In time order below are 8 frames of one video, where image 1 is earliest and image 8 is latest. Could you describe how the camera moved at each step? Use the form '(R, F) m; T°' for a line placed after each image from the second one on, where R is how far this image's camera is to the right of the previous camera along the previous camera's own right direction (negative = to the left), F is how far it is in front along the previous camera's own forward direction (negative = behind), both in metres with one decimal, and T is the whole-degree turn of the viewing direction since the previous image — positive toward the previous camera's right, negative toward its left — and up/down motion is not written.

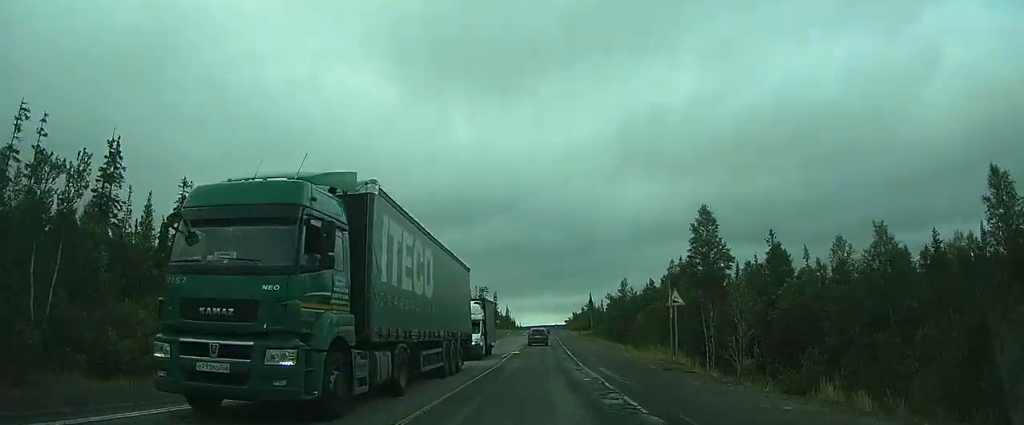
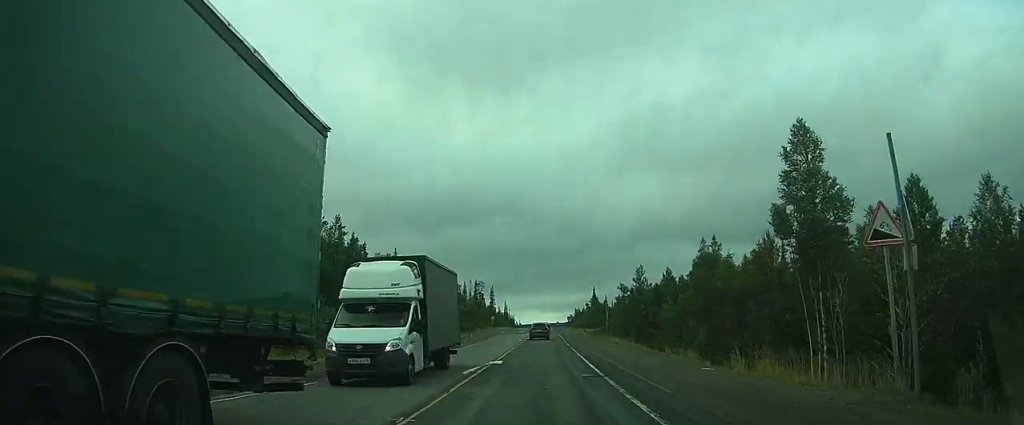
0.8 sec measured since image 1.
(0.0, +17.1) m; 0°
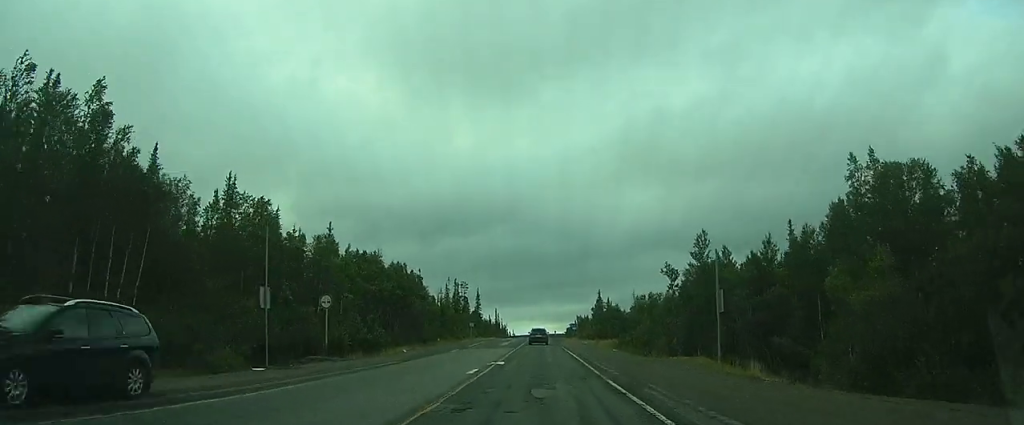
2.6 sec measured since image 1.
(+0.1, +34.7) m; +1°
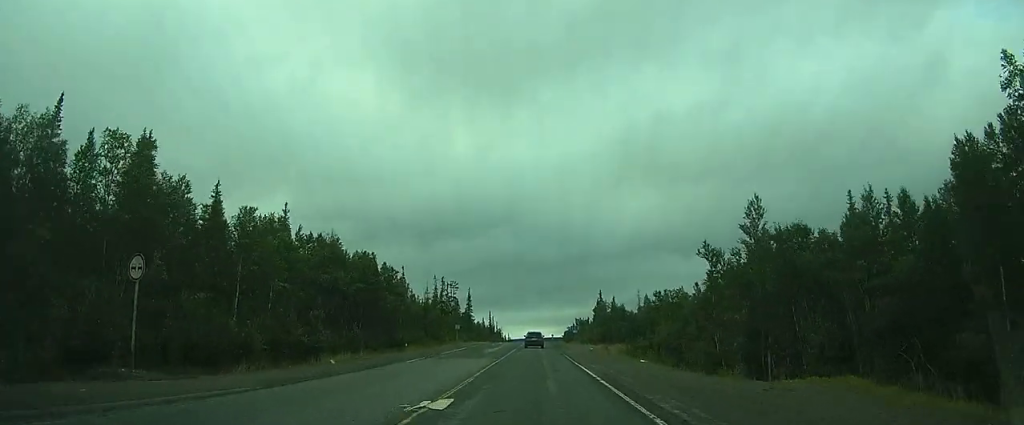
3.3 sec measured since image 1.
(+0.1, +13.3) m; 0°
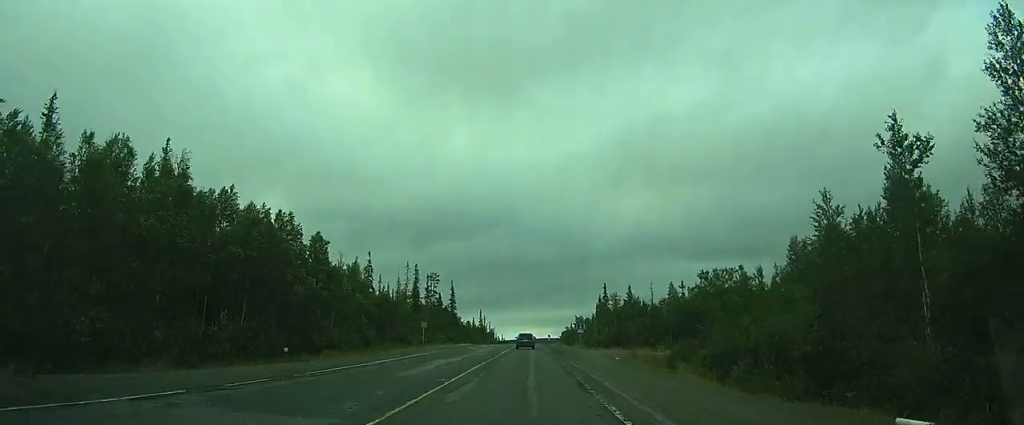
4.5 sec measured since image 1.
(+0.2, +22.4) m; +1°
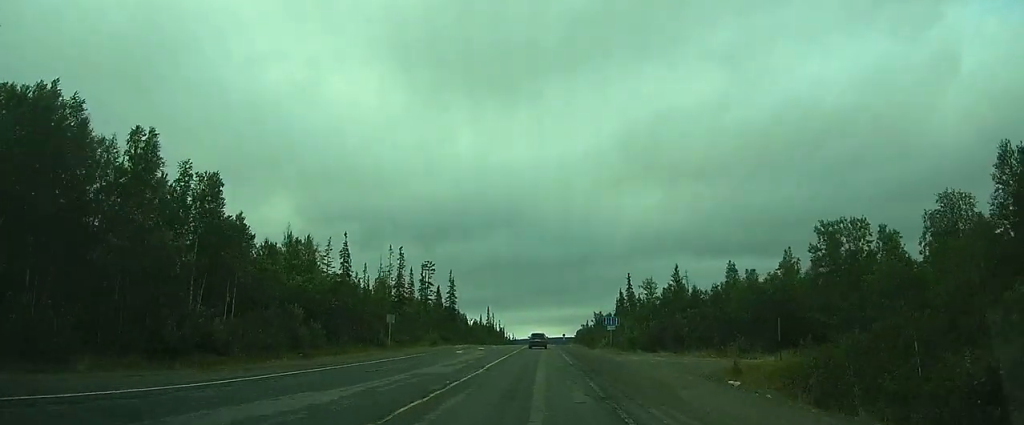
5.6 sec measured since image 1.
(+0.1, +19.8) m; 0°
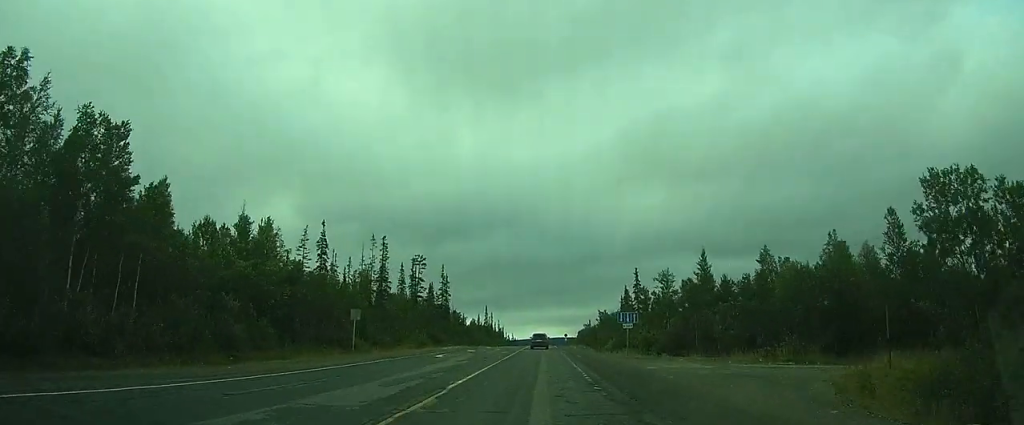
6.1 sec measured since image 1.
(-0.1, +9.3) m; 0°
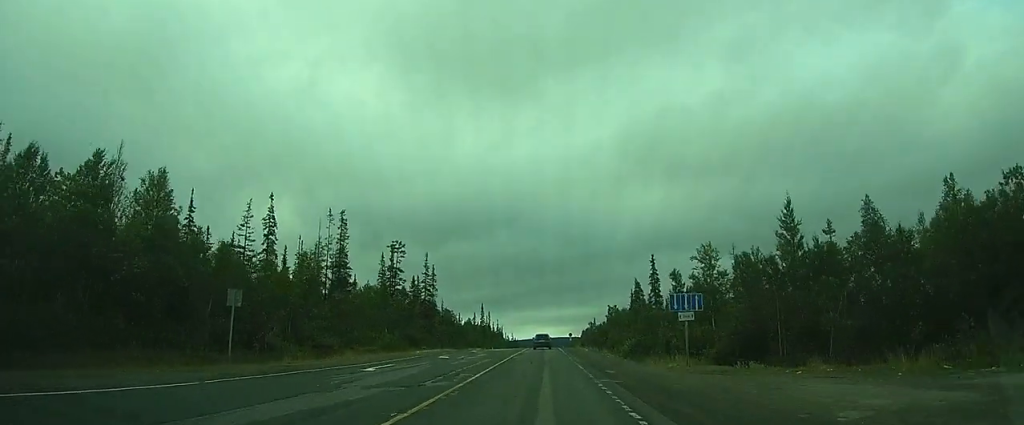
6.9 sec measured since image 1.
(0.0, +16.2) m; 0°
